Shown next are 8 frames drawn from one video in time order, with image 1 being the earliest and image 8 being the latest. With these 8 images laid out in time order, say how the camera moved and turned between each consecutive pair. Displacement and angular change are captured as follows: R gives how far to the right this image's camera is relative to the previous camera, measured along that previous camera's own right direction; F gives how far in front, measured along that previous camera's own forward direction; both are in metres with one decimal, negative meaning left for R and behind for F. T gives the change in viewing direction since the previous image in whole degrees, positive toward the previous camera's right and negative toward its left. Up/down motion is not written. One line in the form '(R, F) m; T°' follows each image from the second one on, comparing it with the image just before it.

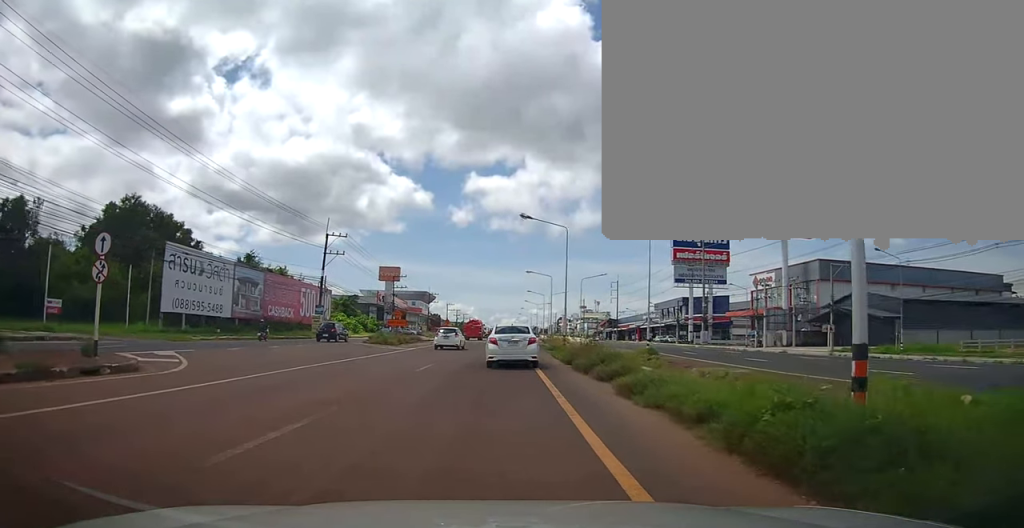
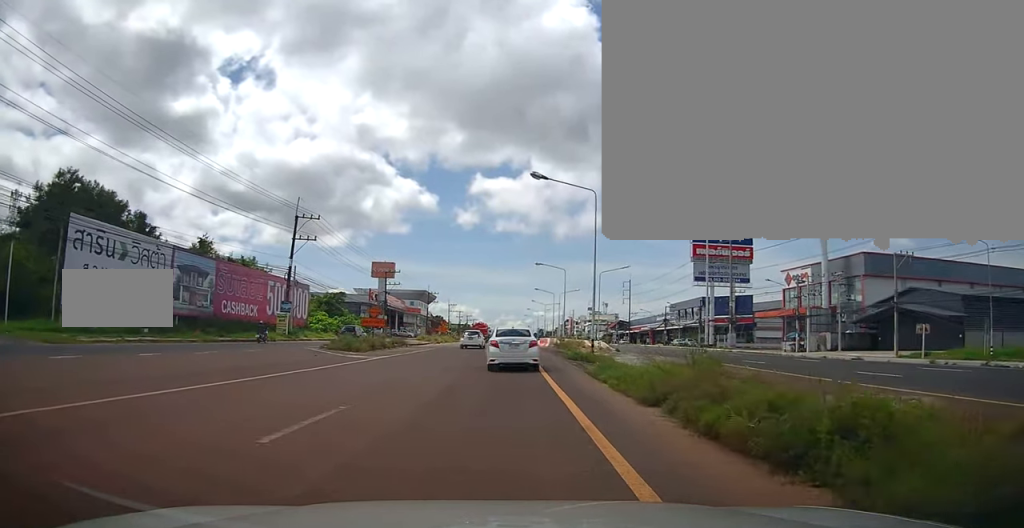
(+0.9, +11.2) m; +3°
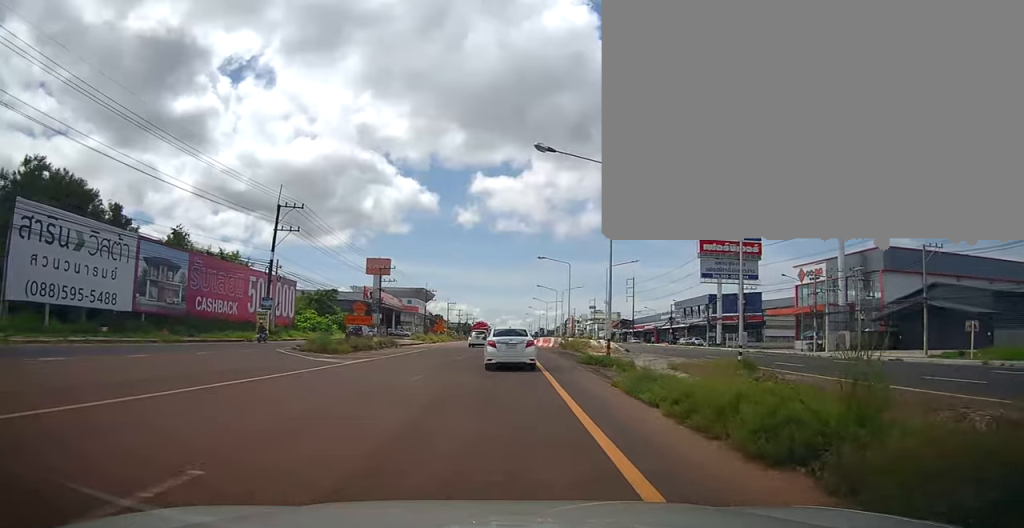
(+0.2, +4.6) m; -2°
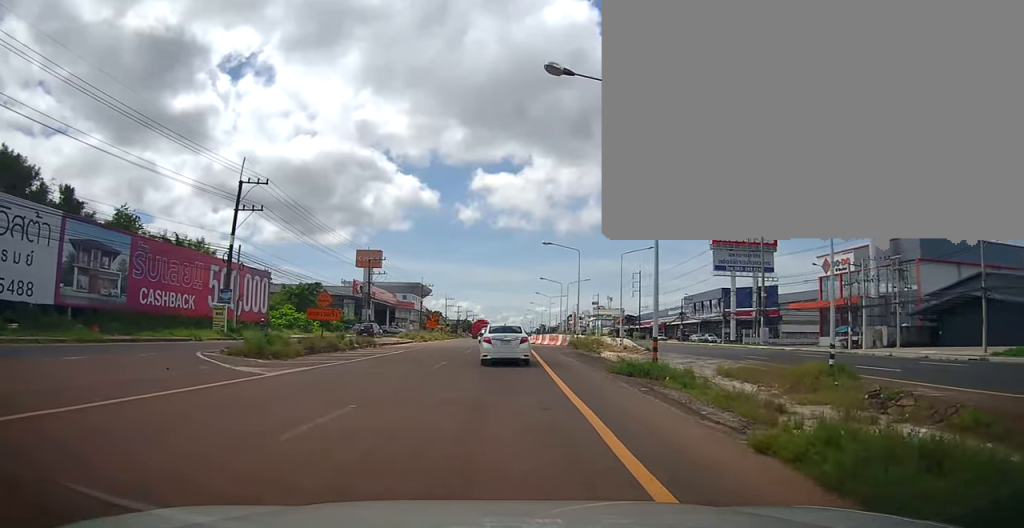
(-0.6, +7.7) m; -1°
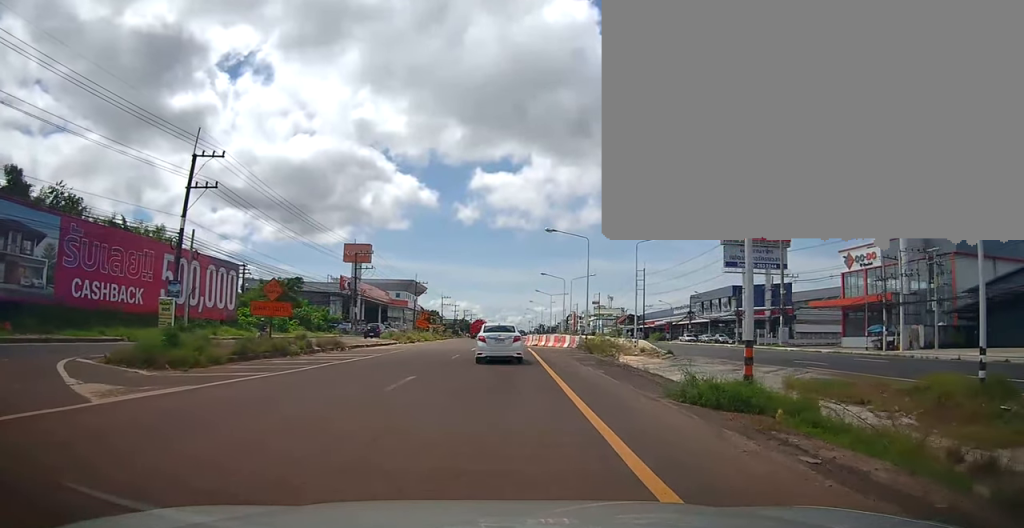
(+0.3, +6.8) m; +2°
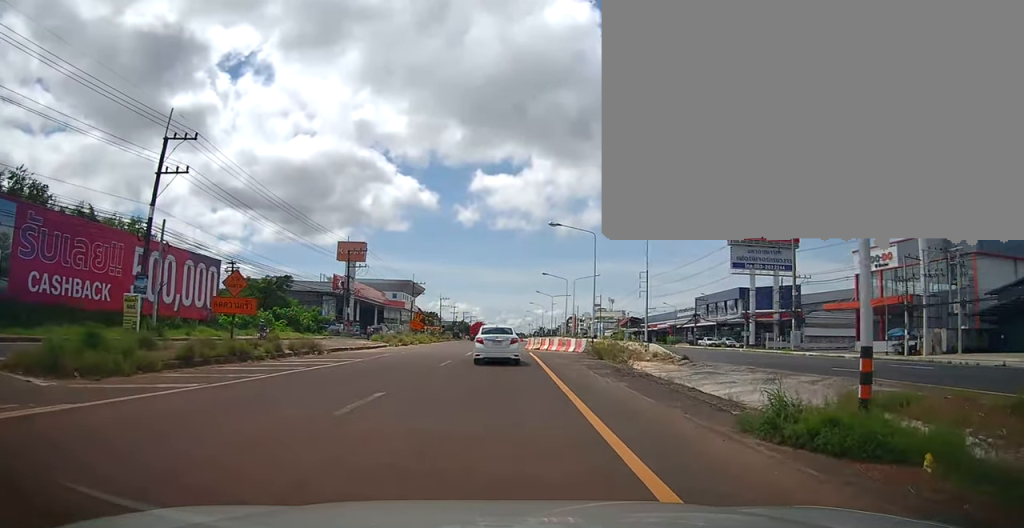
(+0.3, +3.5) m; +1°
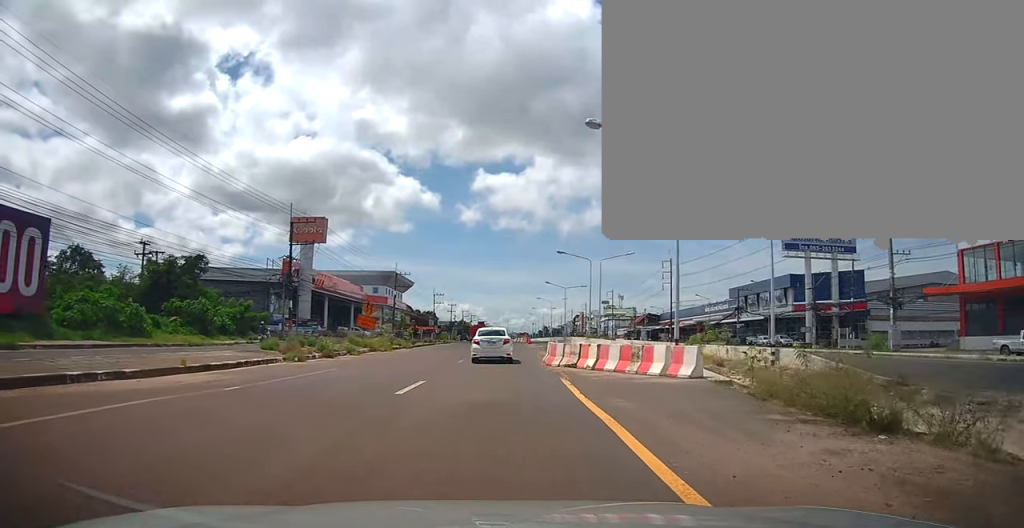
(-1.2, +20.2) m; -5°
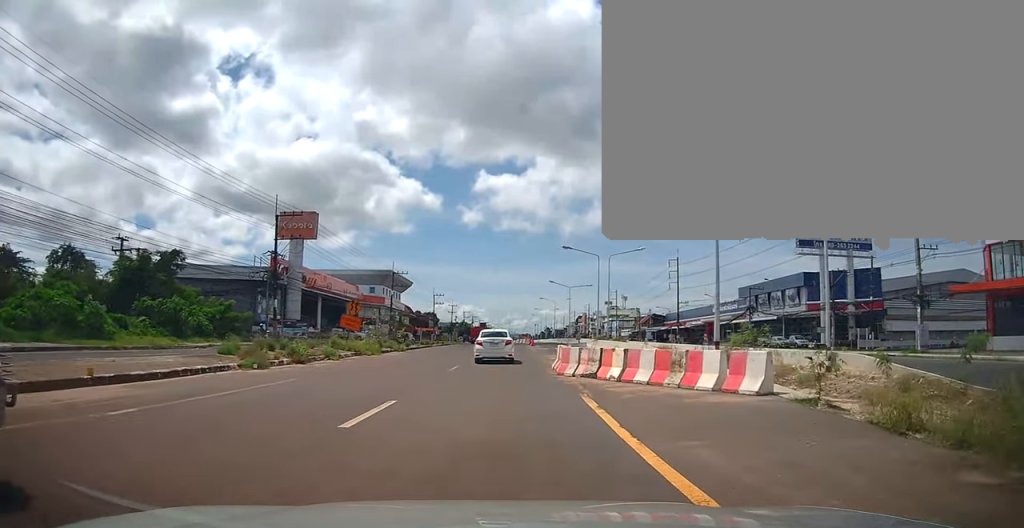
(-0.3, +4.1) m; +1°
